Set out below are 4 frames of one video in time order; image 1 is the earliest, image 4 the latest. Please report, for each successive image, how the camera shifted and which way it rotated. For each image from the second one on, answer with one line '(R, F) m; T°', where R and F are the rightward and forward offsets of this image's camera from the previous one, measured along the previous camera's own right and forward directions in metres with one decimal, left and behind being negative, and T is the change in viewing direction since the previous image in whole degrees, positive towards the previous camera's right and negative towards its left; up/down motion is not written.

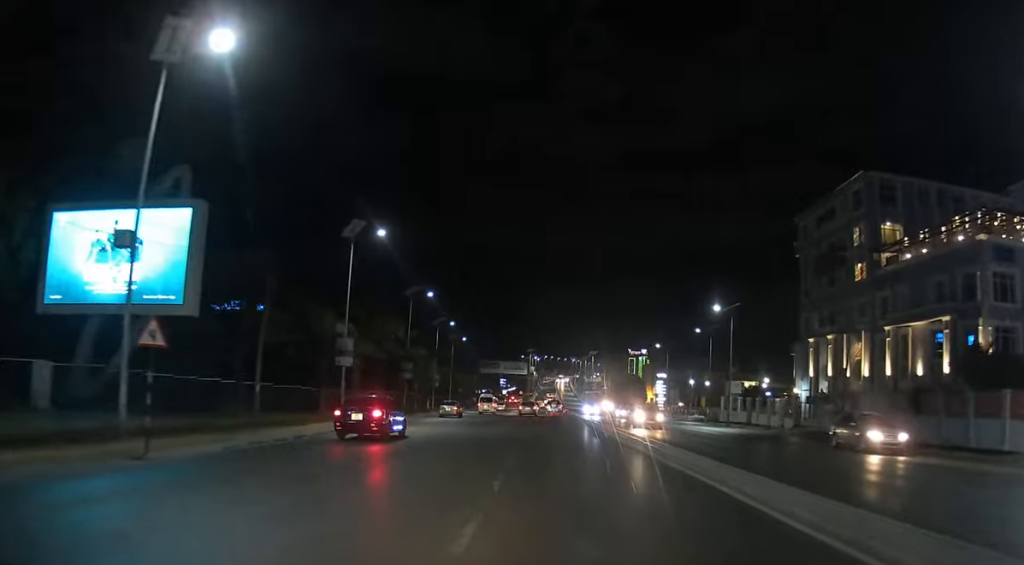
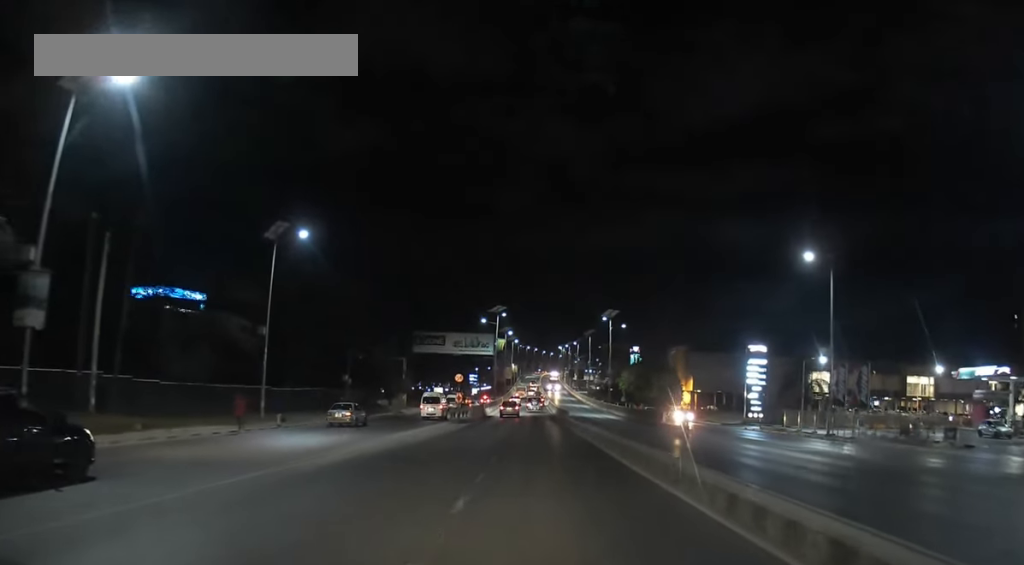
(+1.9, +75.3) m; +1°
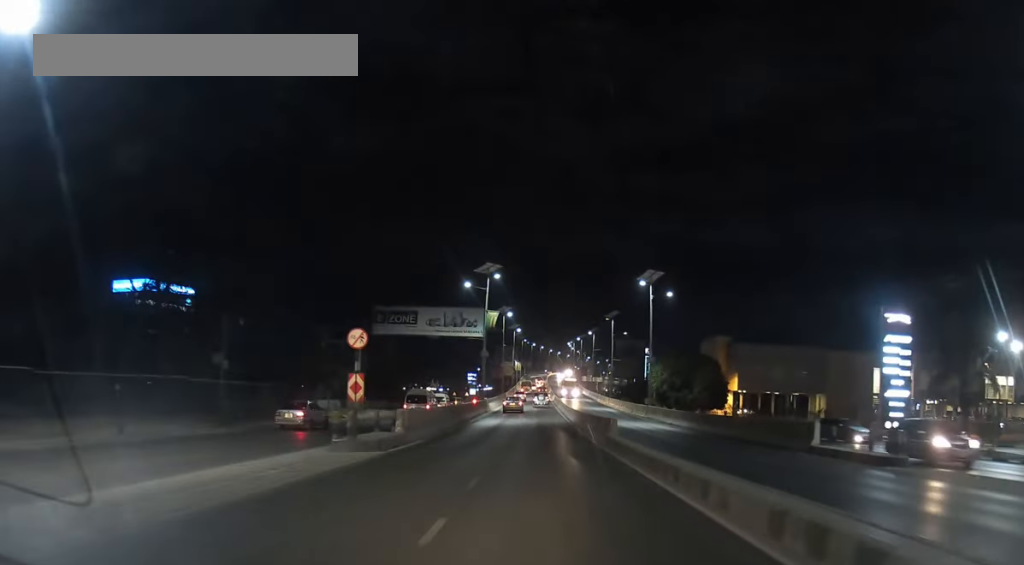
(-0.1, +29.1) m; -1°
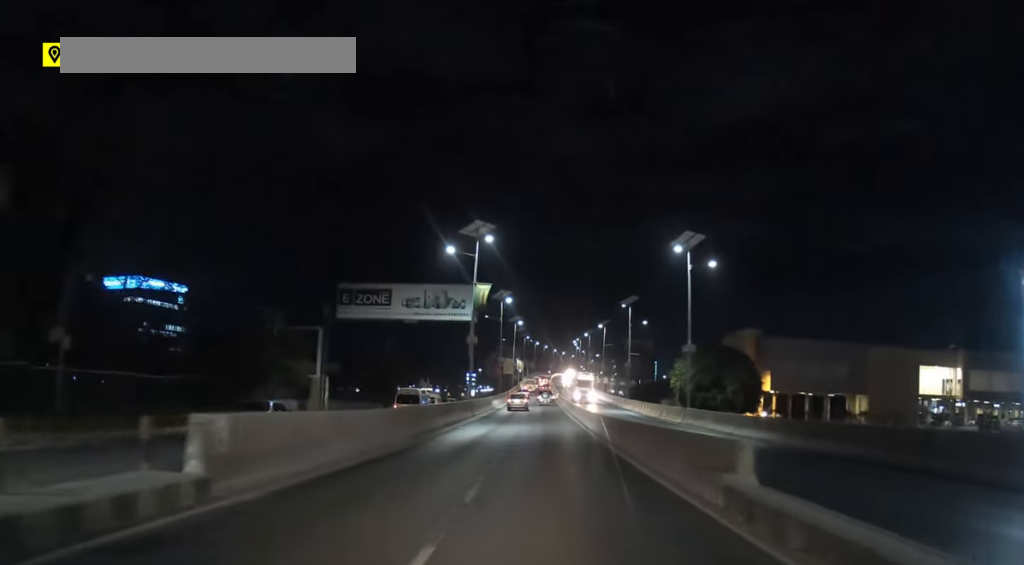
(-0.3, +15.2) m; 0°
